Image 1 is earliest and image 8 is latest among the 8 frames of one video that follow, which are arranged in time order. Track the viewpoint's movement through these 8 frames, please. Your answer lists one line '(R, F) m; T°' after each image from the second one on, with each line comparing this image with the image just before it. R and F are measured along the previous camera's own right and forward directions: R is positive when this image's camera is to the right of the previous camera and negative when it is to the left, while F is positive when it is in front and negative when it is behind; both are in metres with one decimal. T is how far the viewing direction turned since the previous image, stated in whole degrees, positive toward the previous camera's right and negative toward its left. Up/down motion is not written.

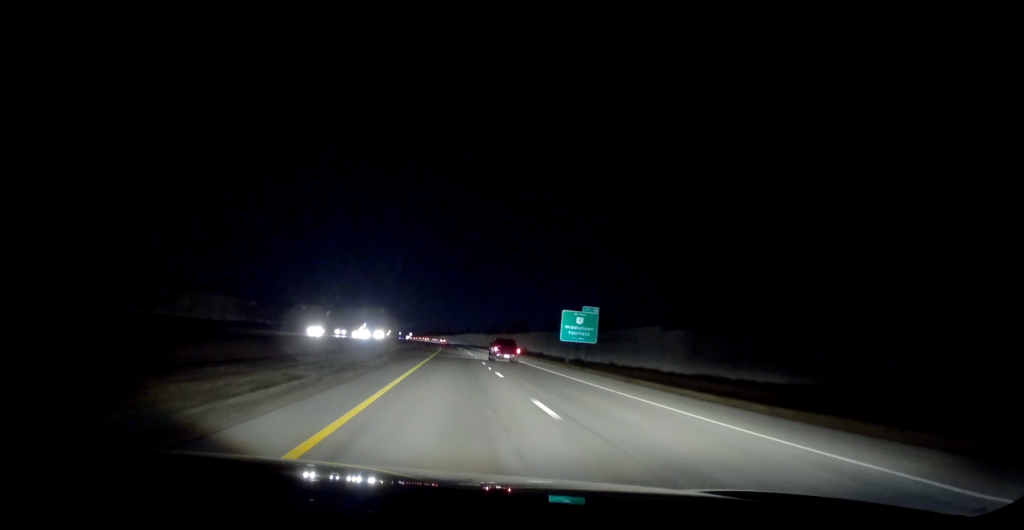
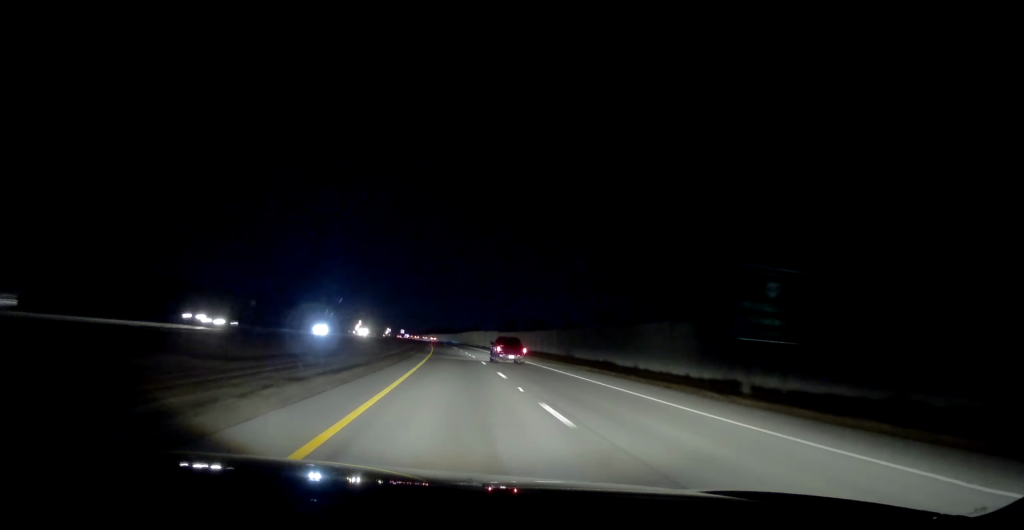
(-0.1, +48.8) m; 0°
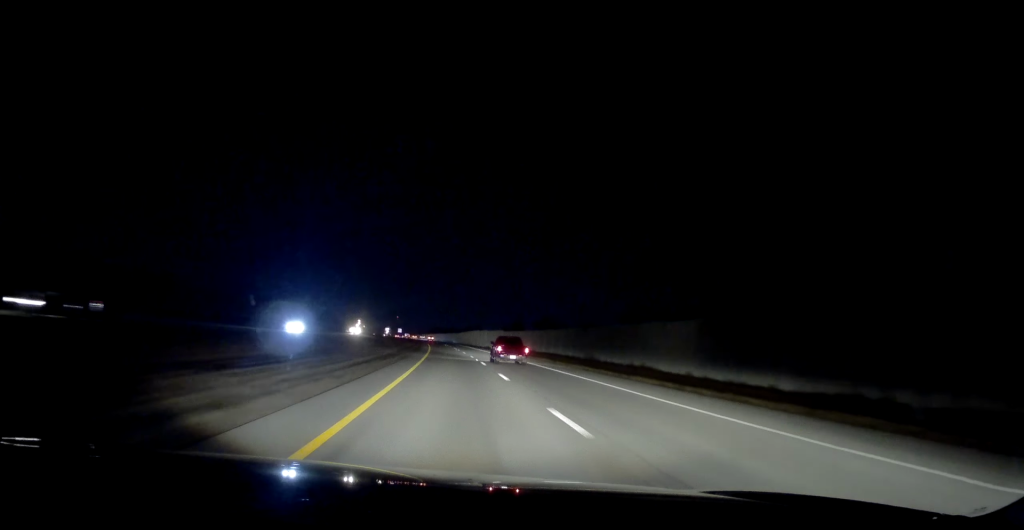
(+0.2, +13.5) m; 0°
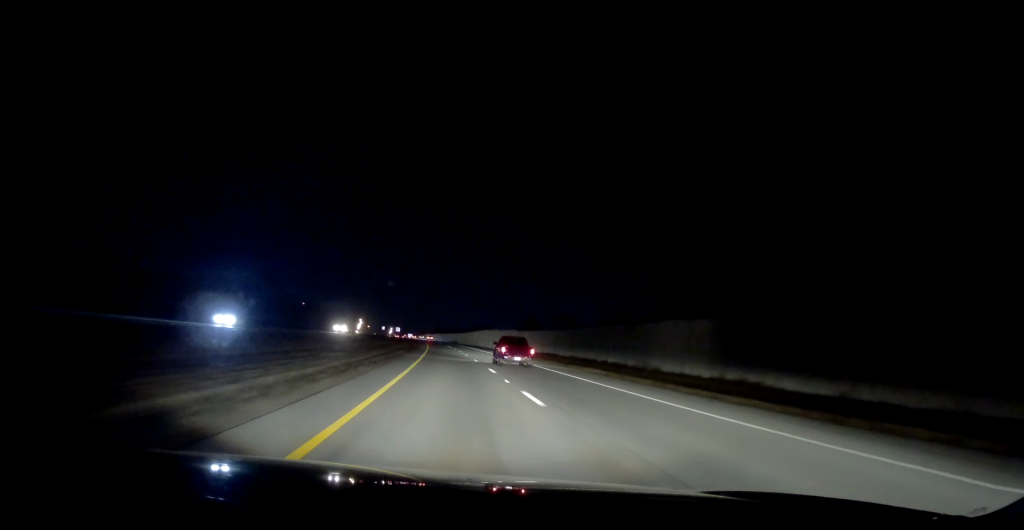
(+0.1, +19.8) m; -1°
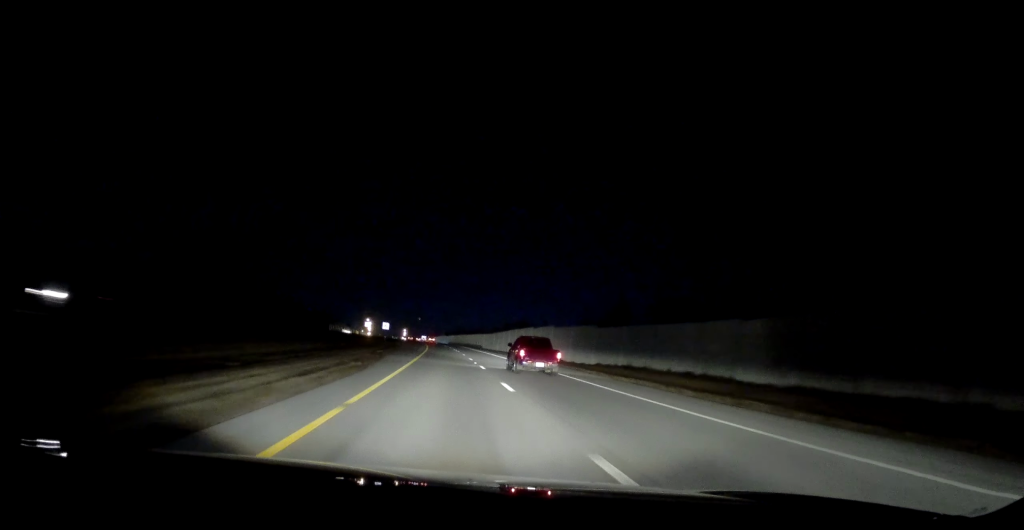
(-0.8, +57.2) m; -2°
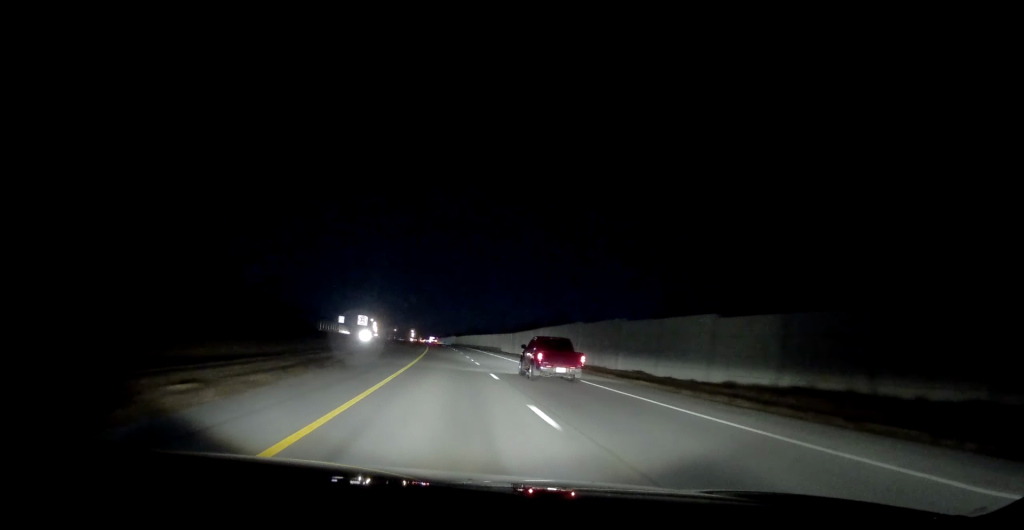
(-1.0, +30.3) m; -1°
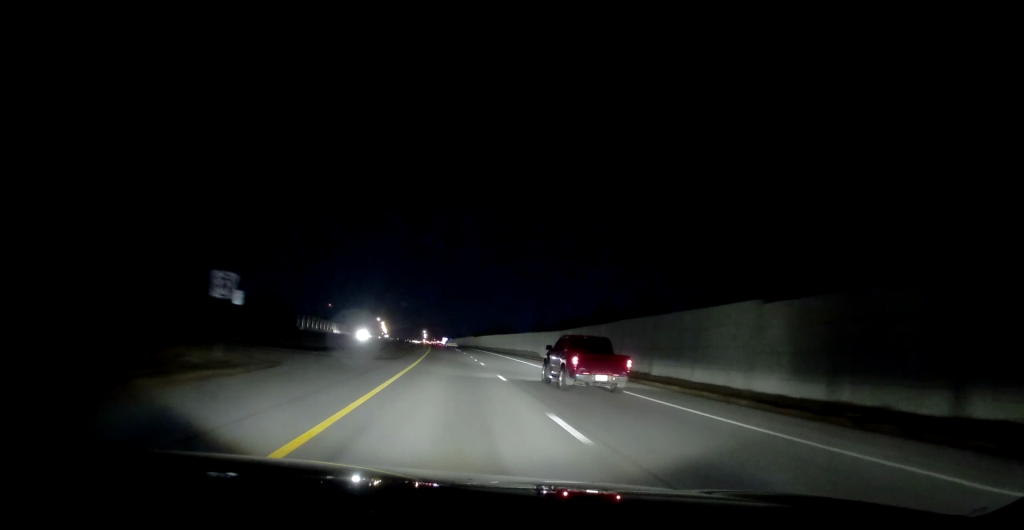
(+0.2, +37.6) m; -1°
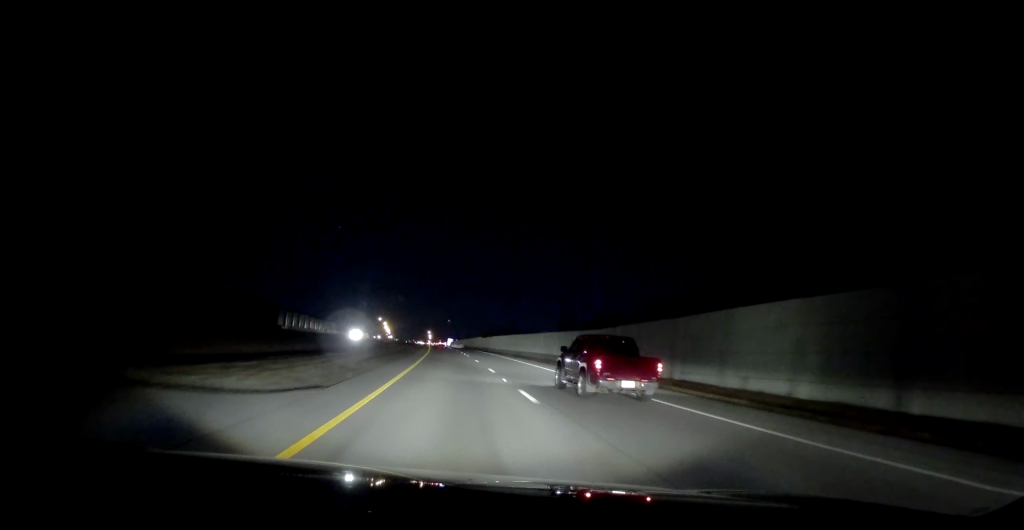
(-0.5, +18.7) m; -1°
